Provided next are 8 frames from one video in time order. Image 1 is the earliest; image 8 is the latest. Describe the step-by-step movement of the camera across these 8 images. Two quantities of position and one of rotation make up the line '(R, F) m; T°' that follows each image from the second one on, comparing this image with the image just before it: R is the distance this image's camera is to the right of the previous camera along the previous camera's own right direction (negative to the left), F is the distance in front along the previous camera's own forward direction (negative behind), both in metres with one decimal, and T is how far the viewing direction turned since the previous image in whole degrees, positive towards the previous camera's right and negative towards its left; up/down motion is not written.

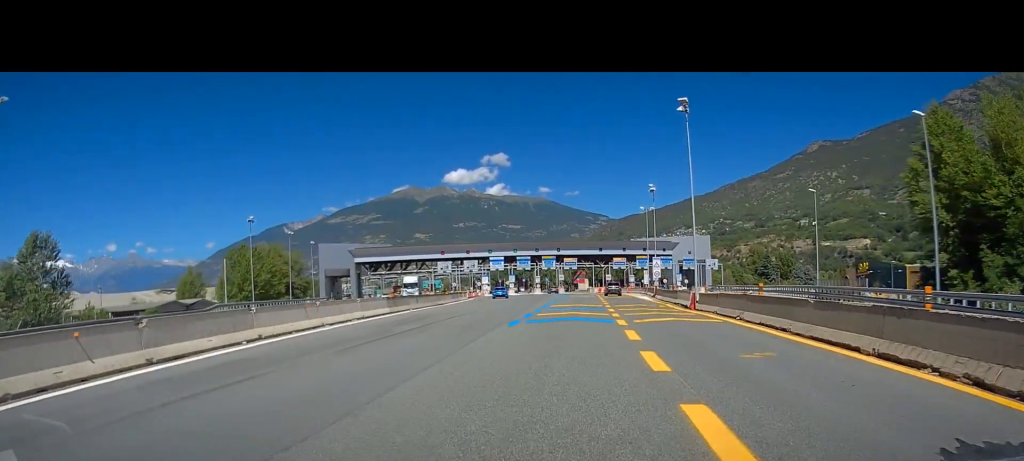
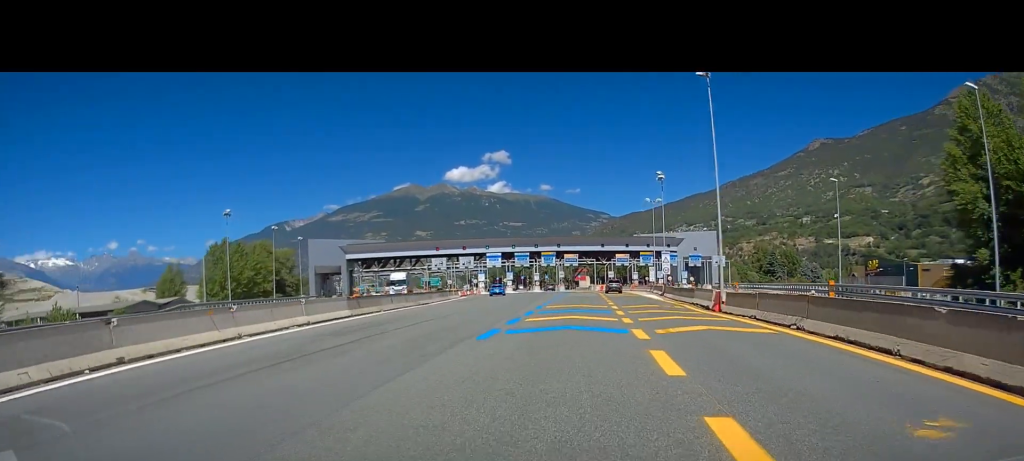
(0.0, +6.8) m; 0°
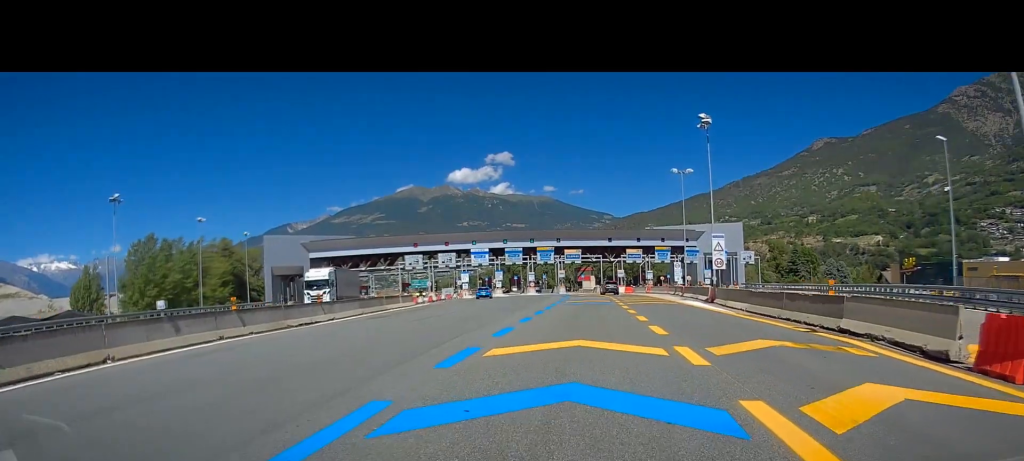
(+0.3, +23.4) m; +1°
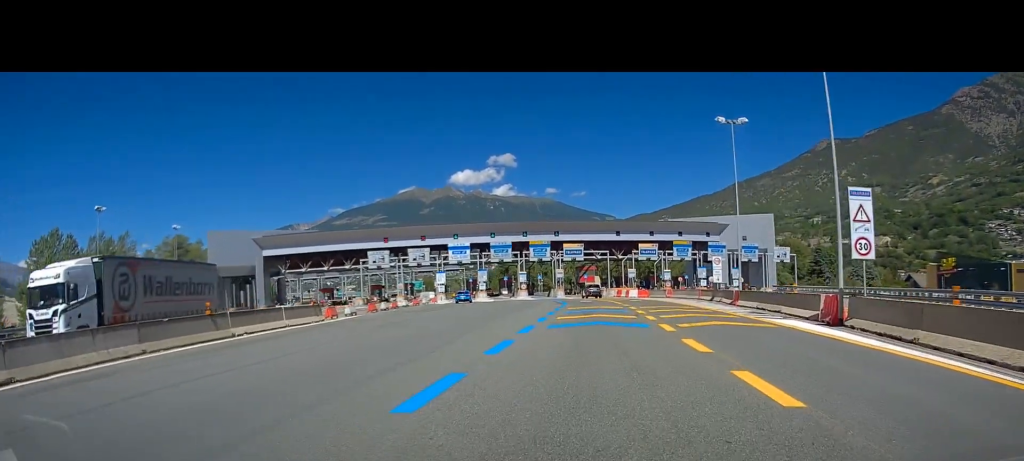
(-0.1, +21.9) m; -2°
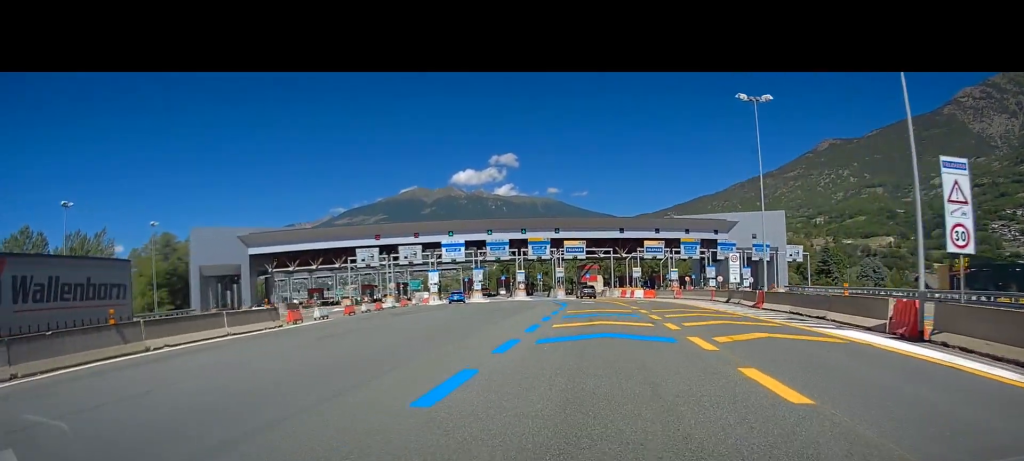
(-0.1, +5.8) m; 0°
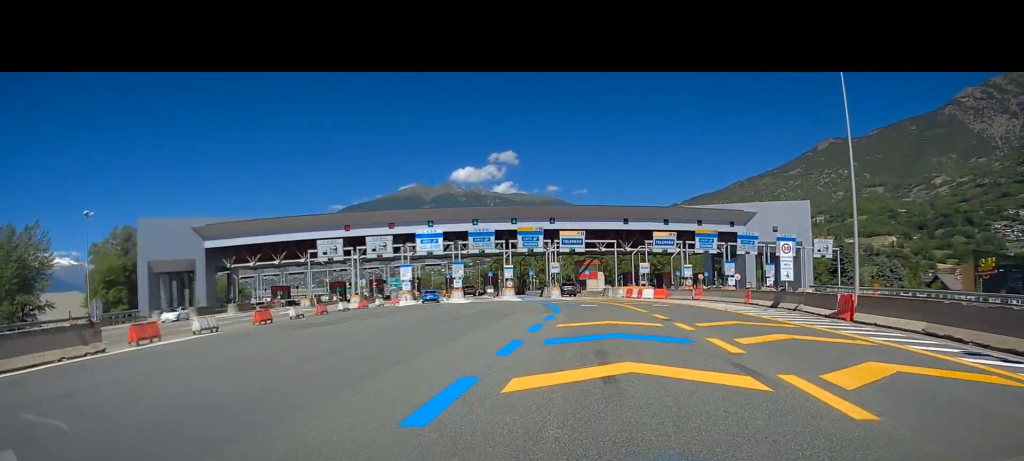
(0.0, +13.1) m; +2°
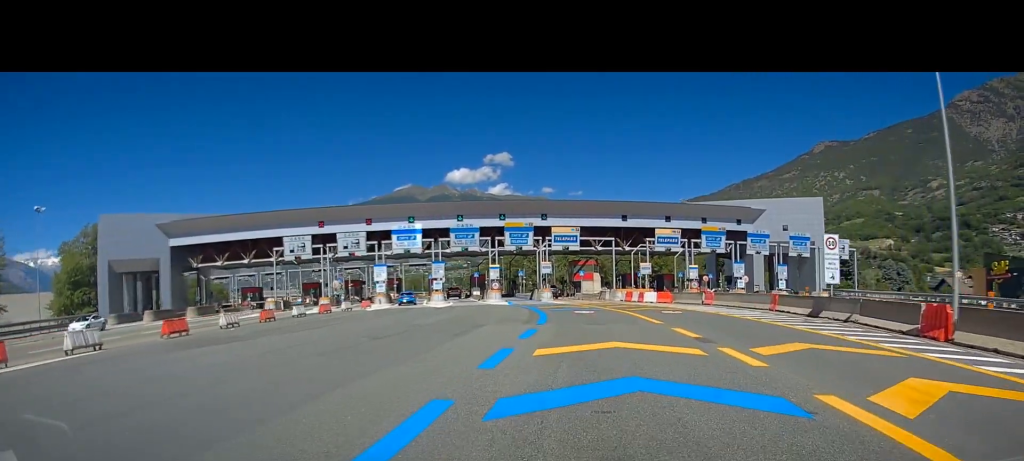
(+0.3, +7.8) m; +1°
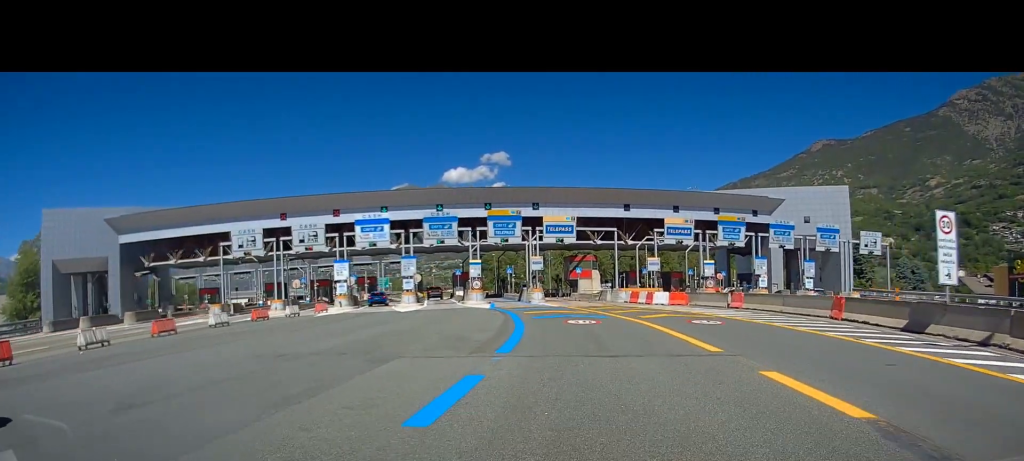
(-0.1, +10.6) m; 0°
